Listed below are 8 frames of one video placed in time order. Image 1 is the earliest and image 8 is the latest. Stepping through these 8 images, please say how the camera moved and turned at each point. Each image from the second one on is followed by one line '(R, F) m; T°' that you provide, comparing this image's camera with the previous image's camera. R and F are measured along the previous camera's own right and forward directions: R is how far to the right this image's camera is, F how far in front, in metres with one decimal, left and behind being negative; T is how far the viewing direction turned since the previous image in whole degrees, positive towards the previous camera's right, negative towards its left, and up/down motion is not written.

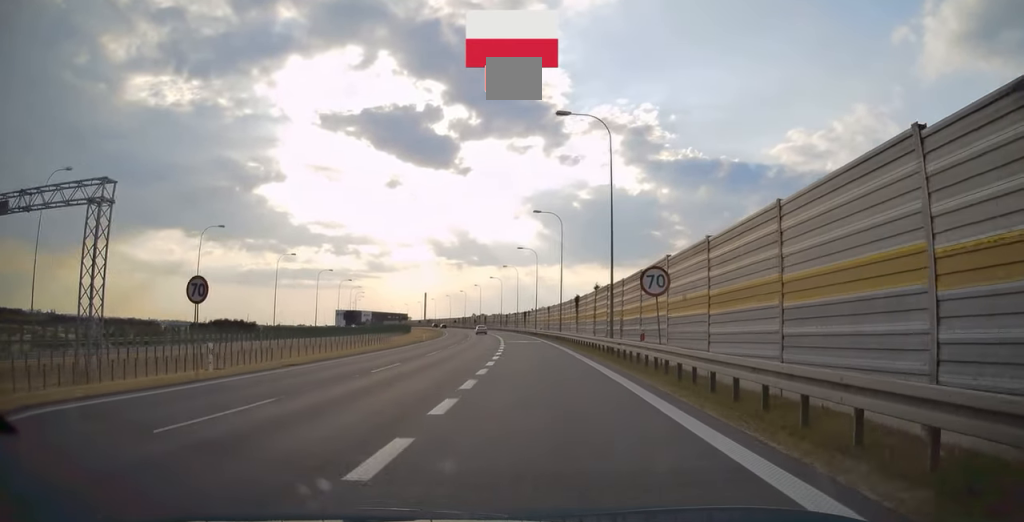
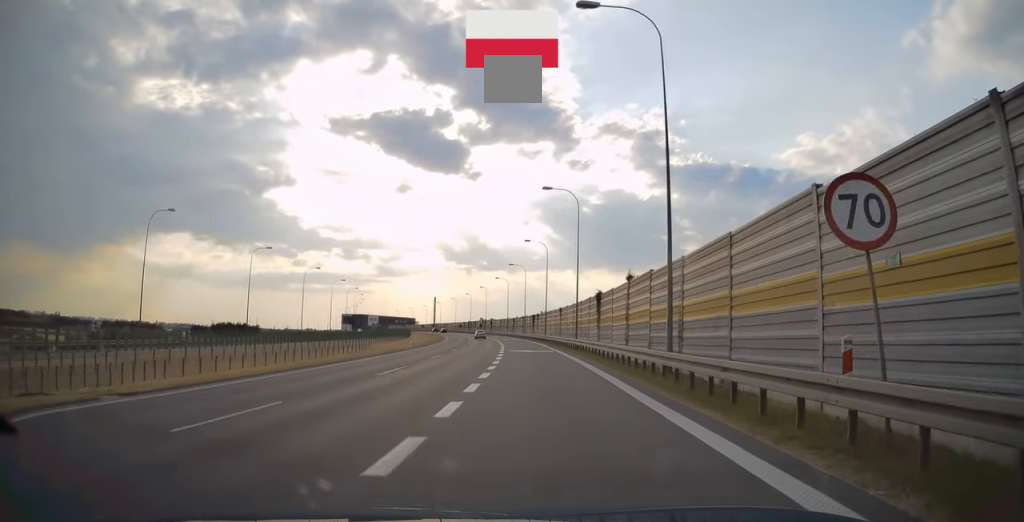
(+0.1, +11.3) m; 0°
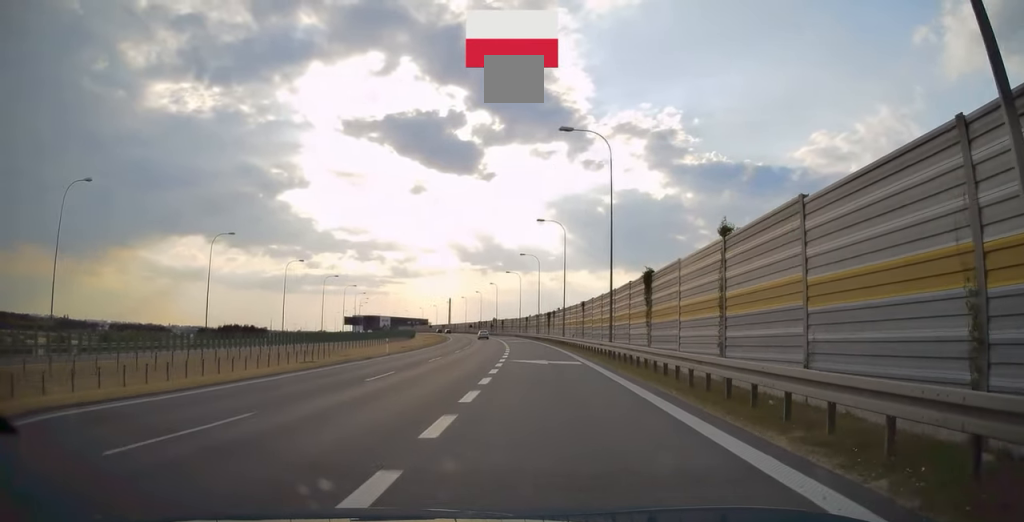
(-0.1, +13.6) m; 0°
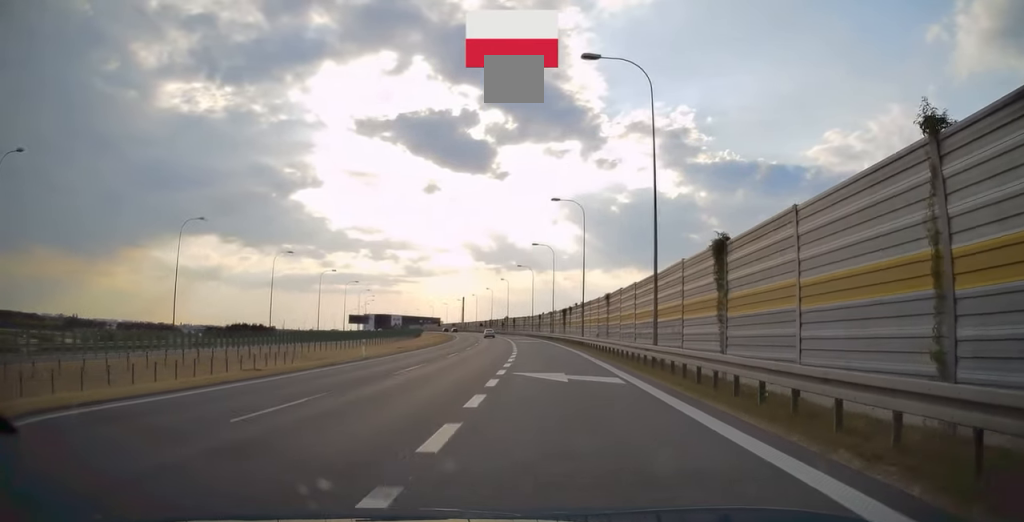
(0.0, +8.8) m; 0°
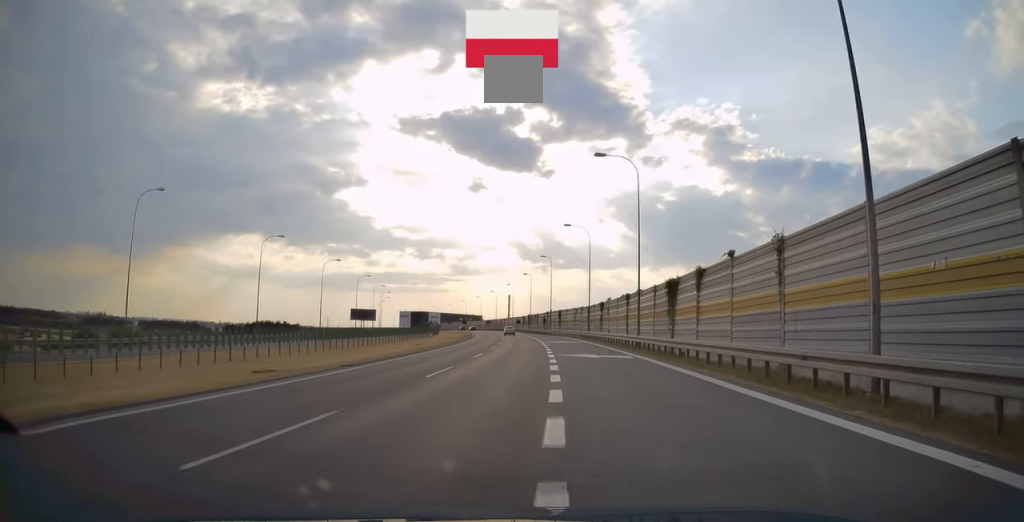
(-1.6, +38.9) m; -5°
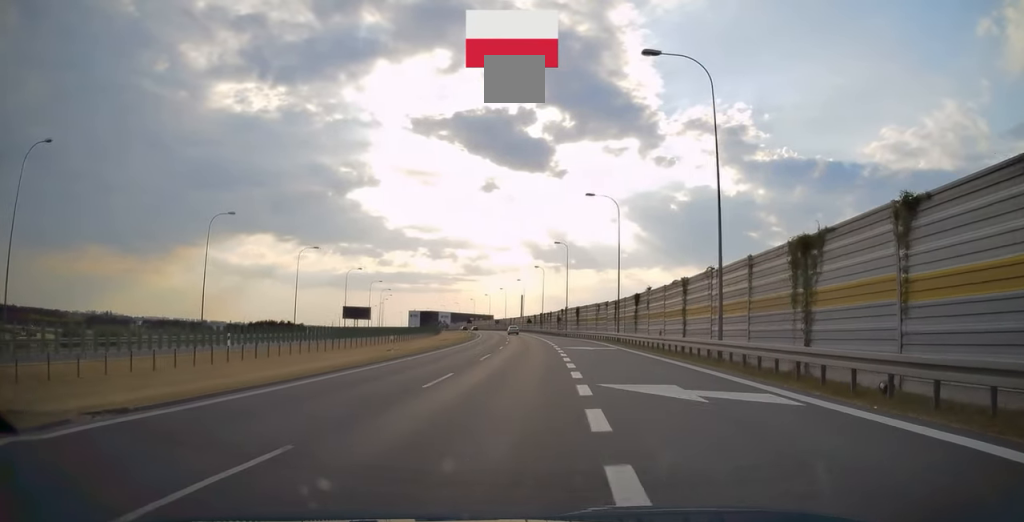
(-0.2, +15.0) m; -1°
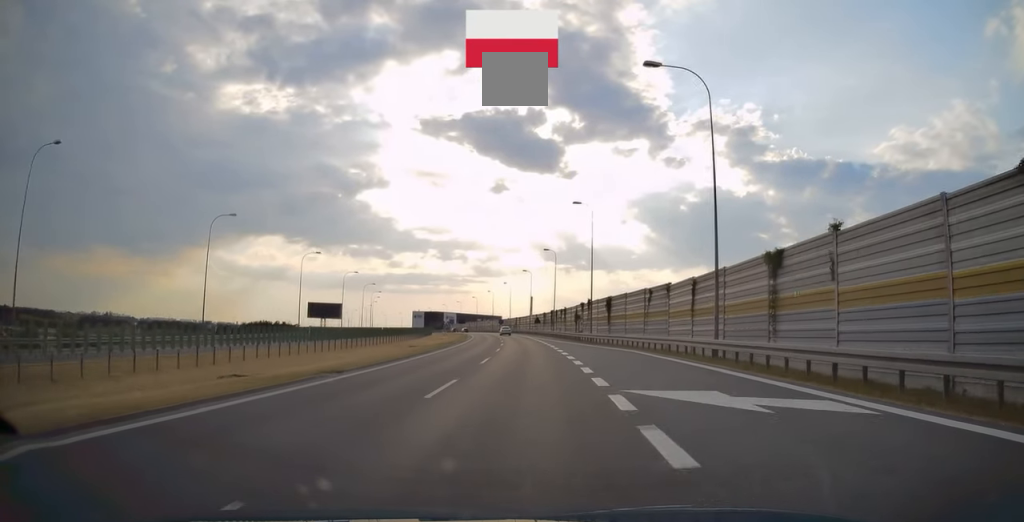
(-0.4, +25.9) m; -2°
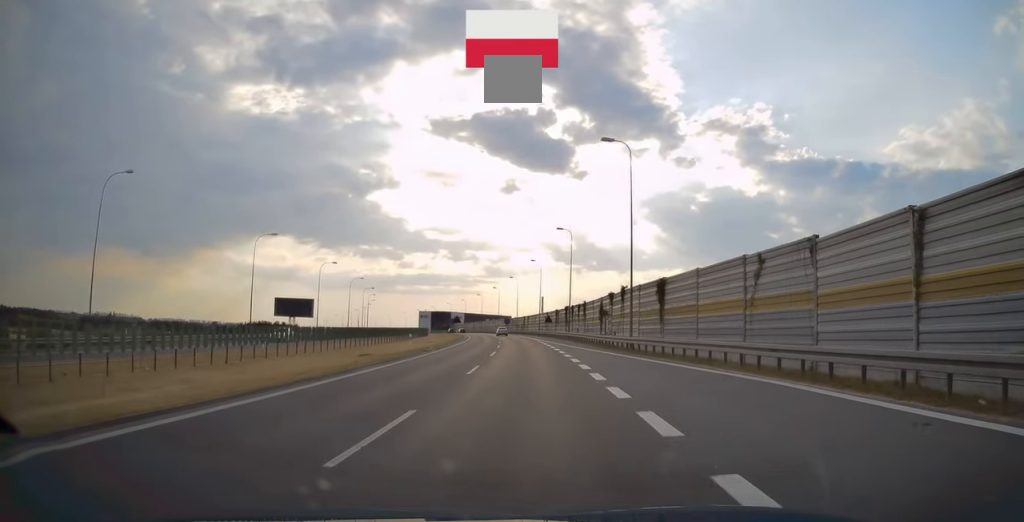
(-0.3, +18.1) m; -1°
